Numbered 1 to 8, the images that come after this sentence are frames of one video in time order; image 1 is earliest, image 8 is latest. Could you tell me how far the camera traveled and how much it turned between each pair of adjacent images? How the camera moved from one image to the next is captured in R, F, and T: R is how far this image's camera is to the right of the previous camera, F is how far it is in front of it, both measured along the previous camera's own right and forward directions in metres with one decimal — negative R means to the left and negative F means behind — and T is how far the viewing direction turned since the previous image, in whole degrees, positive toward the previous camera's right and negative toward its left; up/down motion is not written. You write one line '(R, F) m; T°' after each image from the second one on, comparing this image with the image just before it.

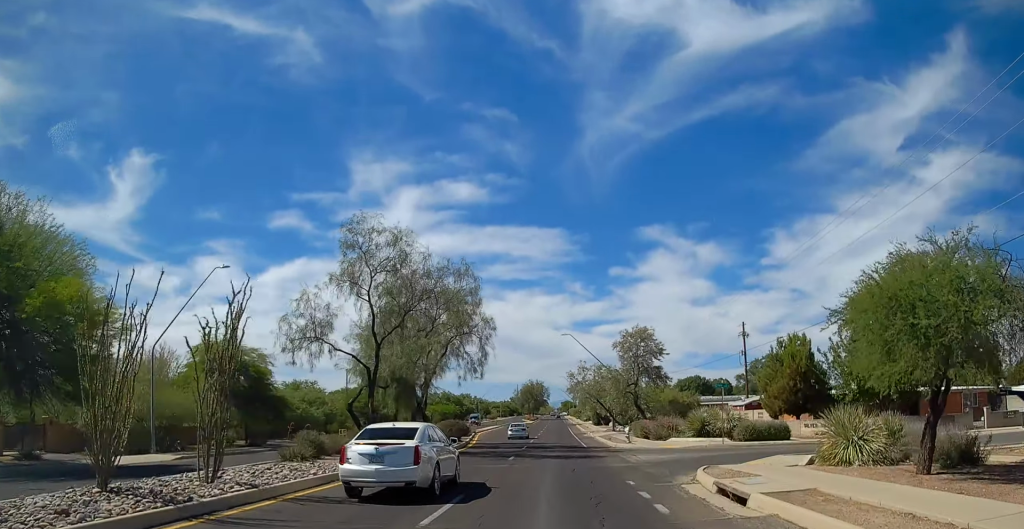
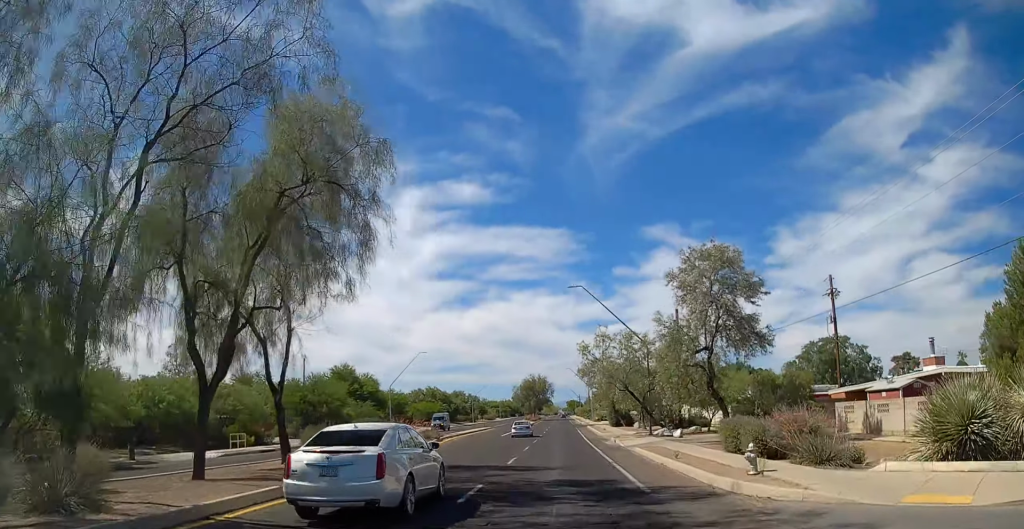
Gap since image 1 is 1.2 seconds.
(0.0, +25.7) m; 0°
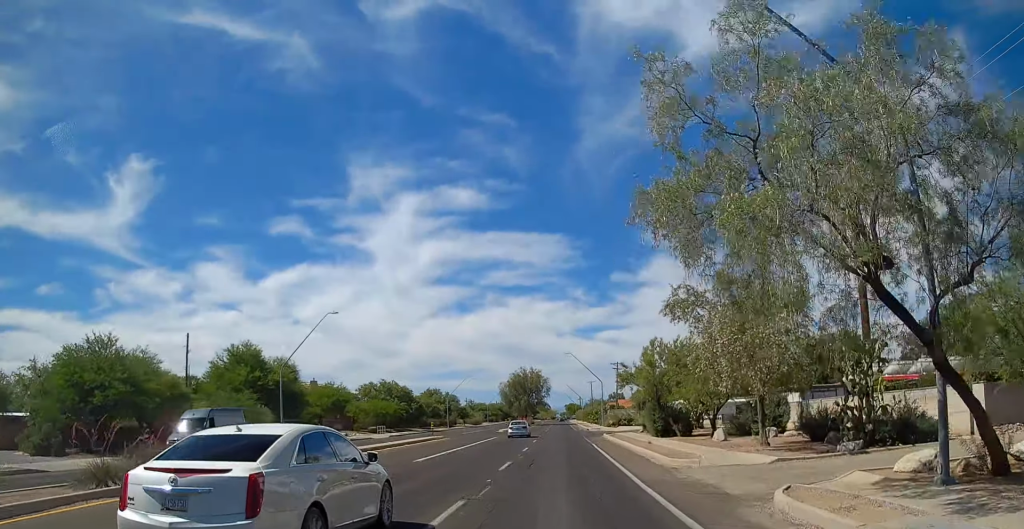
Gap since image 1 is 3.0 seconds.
(0.0, +36.6) m; 0°
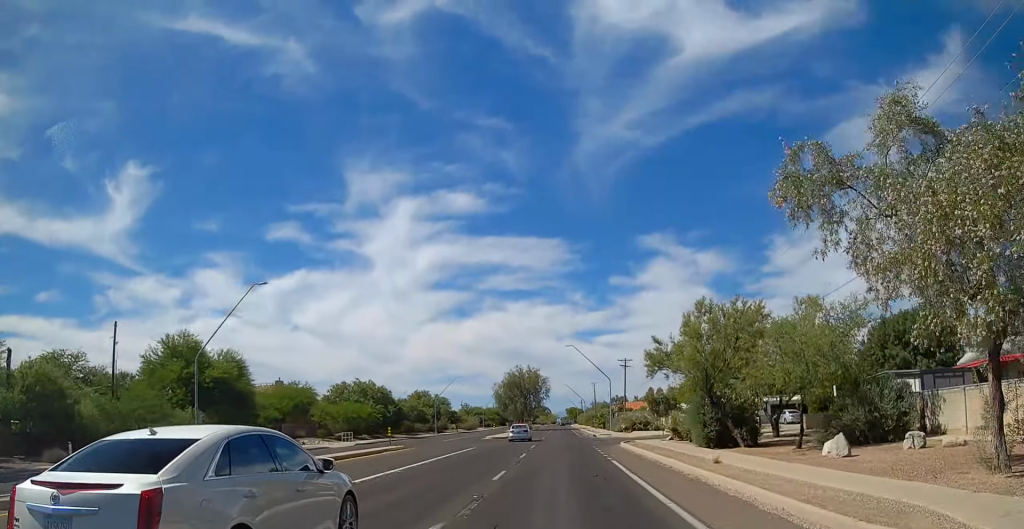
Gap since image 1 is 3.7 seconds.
(0.0, +14.4) m; 0°
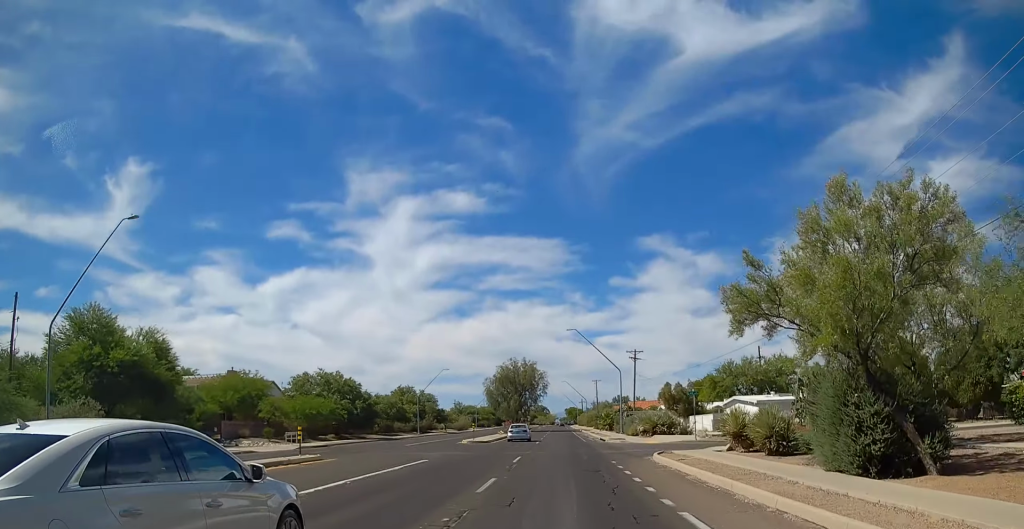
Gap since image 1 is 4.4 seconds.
(0.0, +14.7) m; 0°
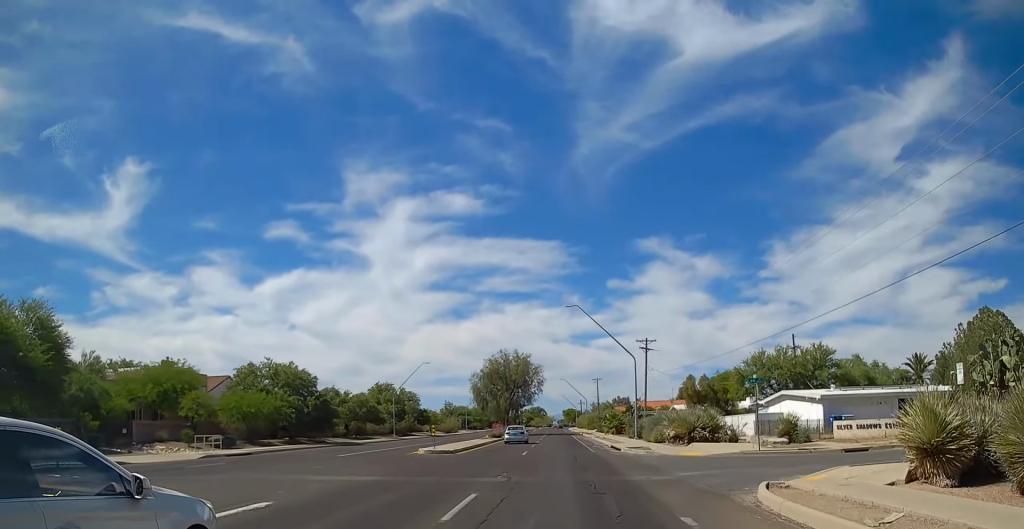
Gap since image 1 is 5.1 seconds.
(0.0, +14.7) m; 0°
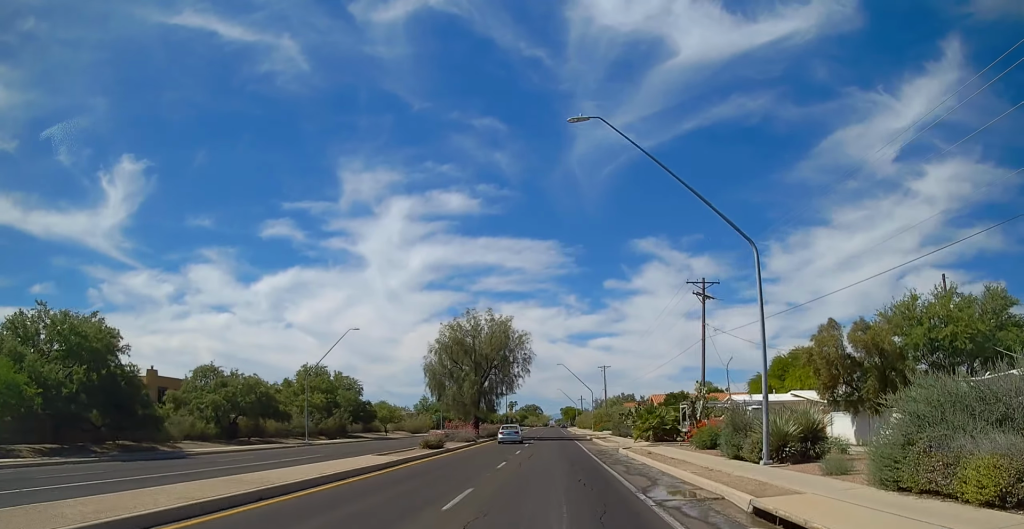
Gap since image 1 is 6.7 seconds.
(0.0, +33.3) m; 0°
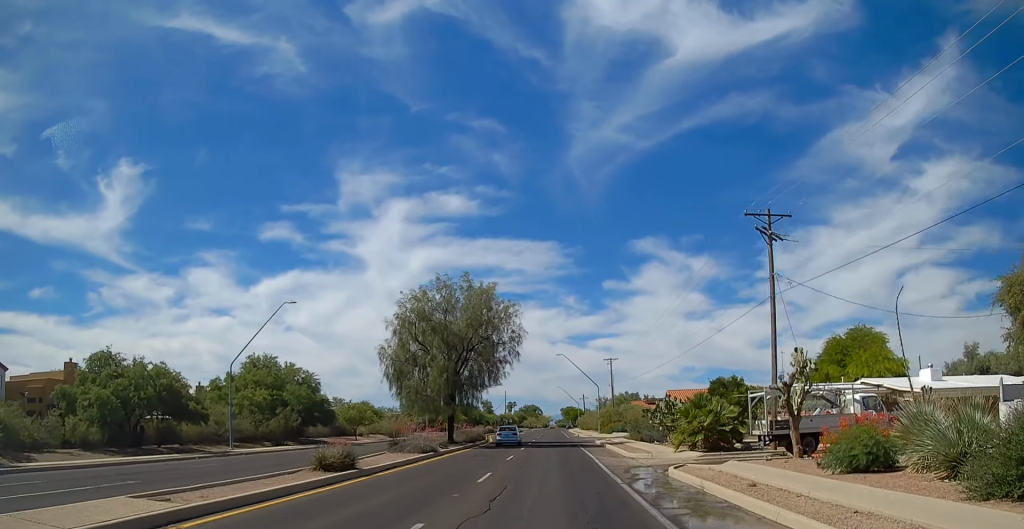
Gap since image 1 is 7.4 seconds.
(0.0, +15.8) m; 0°
